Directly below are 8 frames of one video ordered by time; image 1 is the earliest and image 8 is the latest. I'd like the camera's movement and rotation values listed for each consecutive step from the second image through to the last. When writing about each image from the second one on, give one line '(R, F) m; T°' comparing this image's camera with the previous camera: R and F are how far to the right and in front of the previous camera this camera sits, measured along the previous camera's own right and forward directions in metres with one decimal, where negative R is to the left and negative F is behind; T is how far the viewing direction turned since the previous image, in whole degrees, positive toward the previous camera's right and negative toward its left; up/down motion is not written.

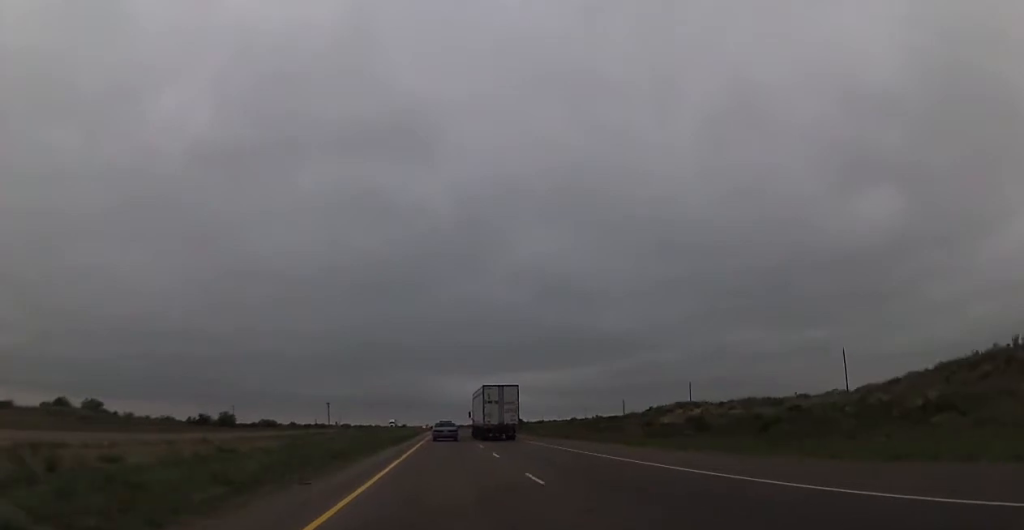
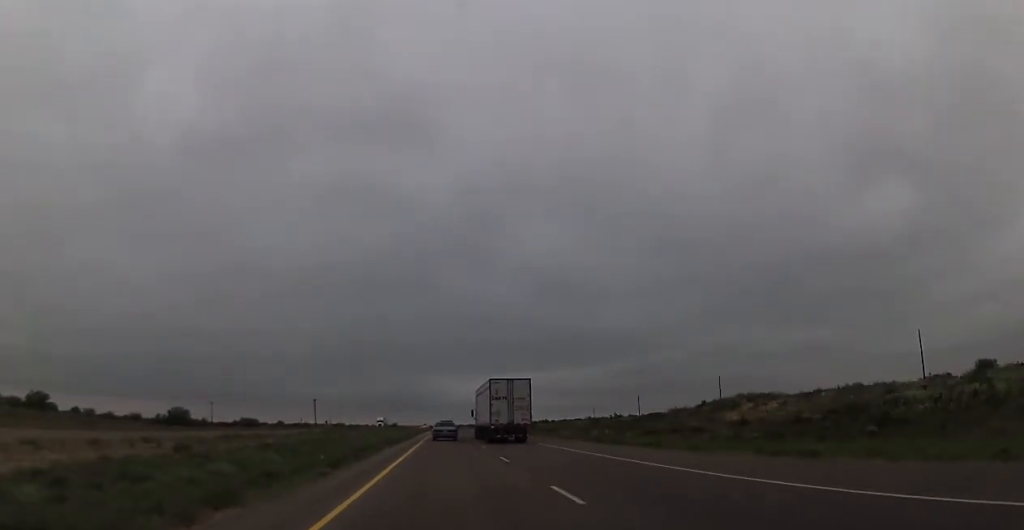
(0.0, +28.3) m; 0°
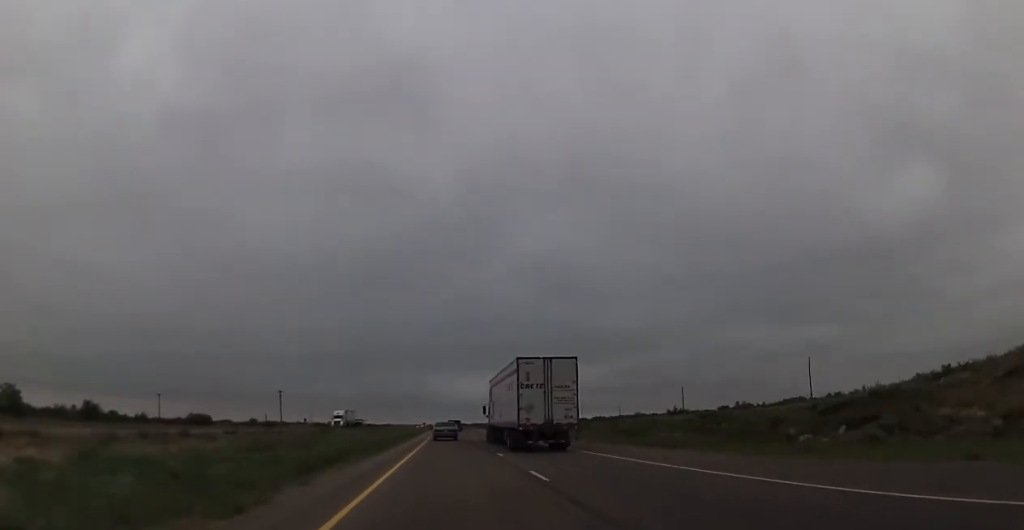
(0.0, +56.5) m; 0°
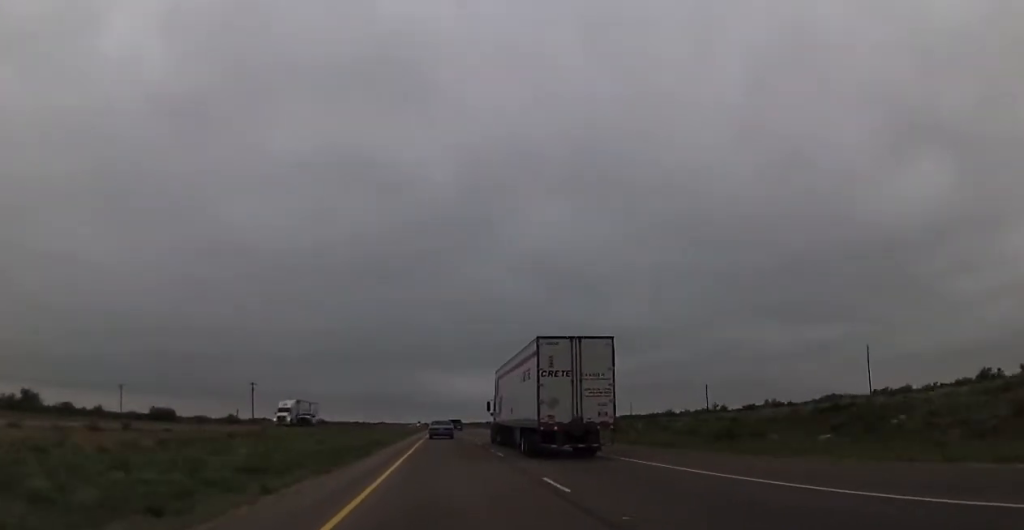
(0.0, +27.0) m; 0°
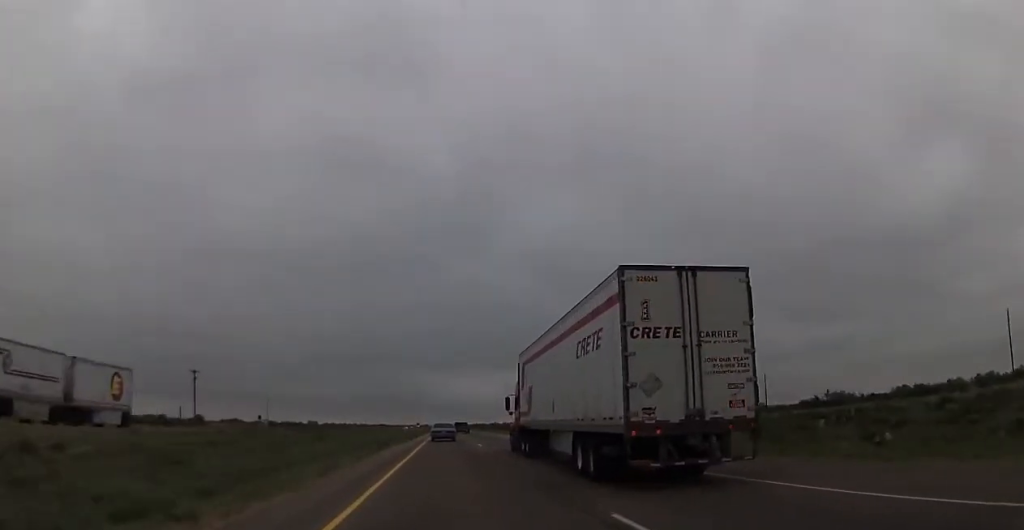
(+0.3, +42.8) m; 0°
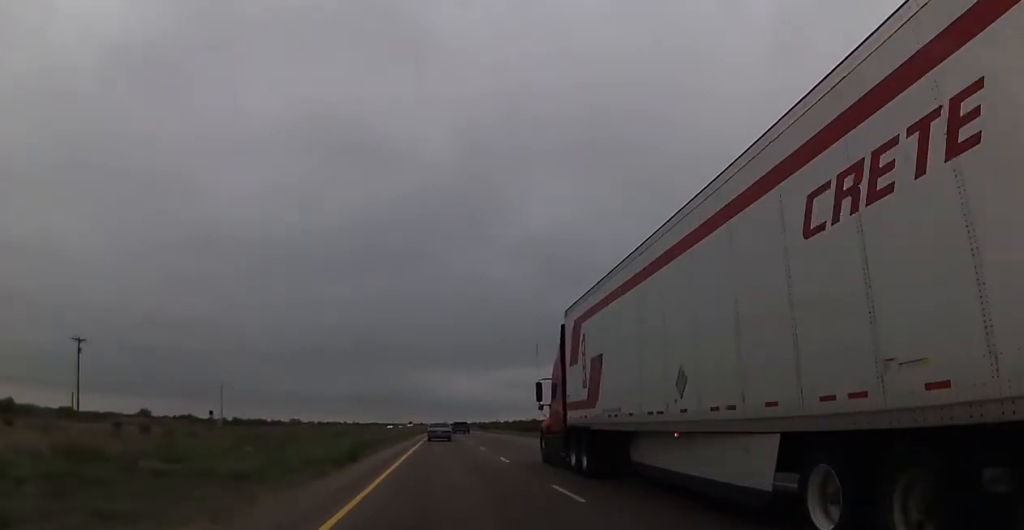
(-0.2, +44.0) m; -1°
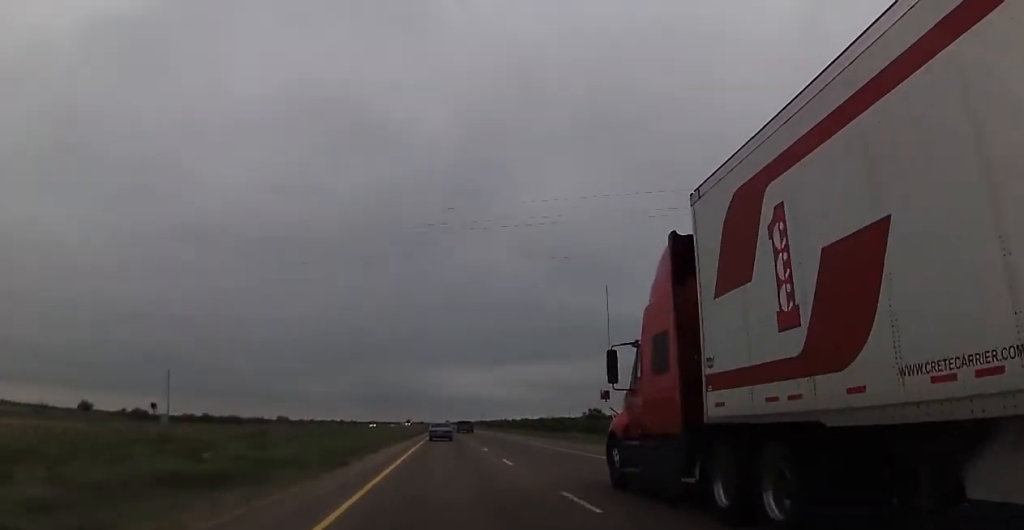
(-0.3, +37.8) m; 0°
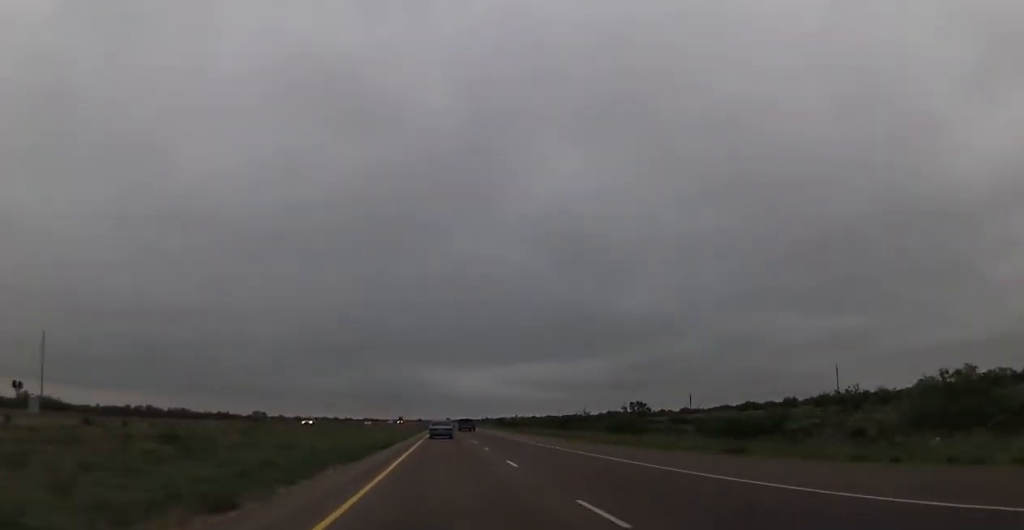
(+0.6, +49.9) m; 0°
